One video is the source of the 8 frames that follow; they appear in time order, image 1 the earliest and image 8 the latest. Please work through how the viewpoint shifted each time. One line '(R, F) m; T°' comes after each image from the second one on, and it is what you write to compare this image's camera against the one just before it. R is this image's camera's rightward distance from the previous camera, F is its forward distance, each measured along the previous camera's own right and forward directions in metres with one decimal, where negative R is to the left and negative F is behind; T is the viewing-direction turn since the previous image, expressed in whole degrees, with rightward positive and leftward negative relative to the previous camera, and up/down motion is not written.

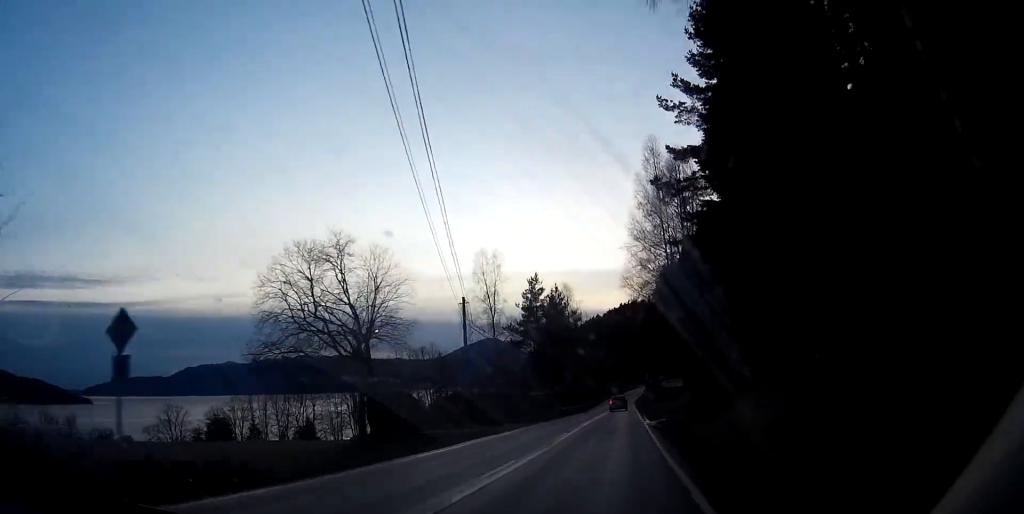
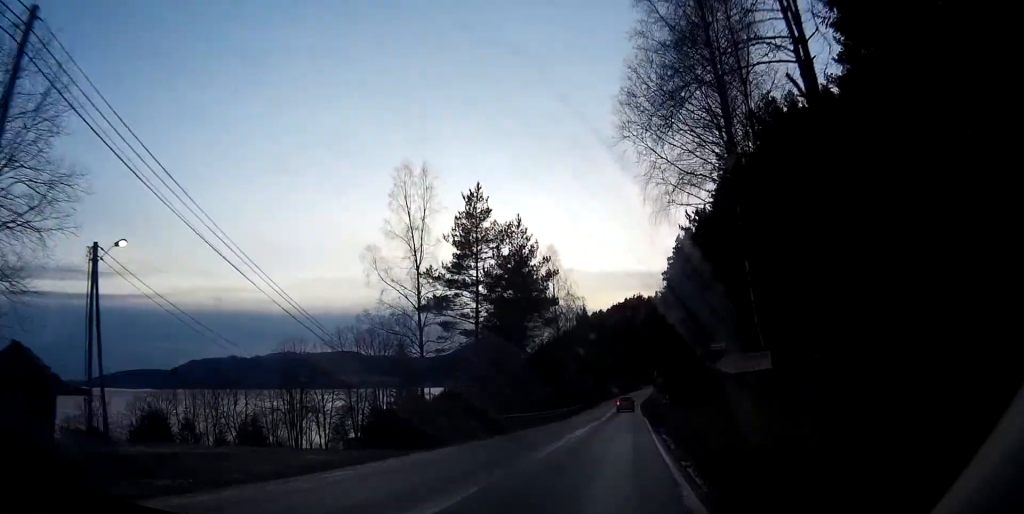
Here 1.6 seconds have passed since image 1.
(-0.1, +31.4) m; -1°
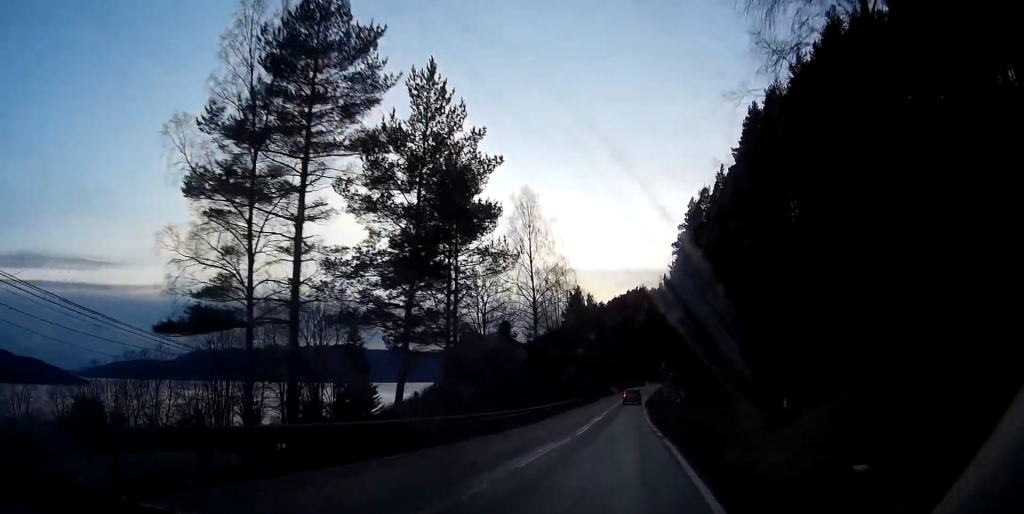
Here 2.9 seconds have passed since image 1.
(-0.5, +25.3) m; -2°
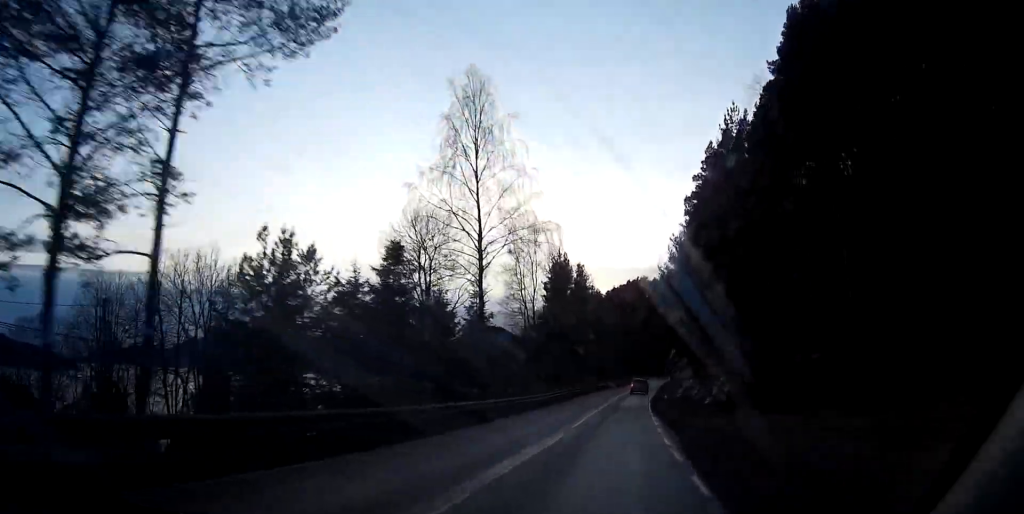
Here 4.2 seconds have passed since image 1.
(-0.2, +26.0) m; -1°
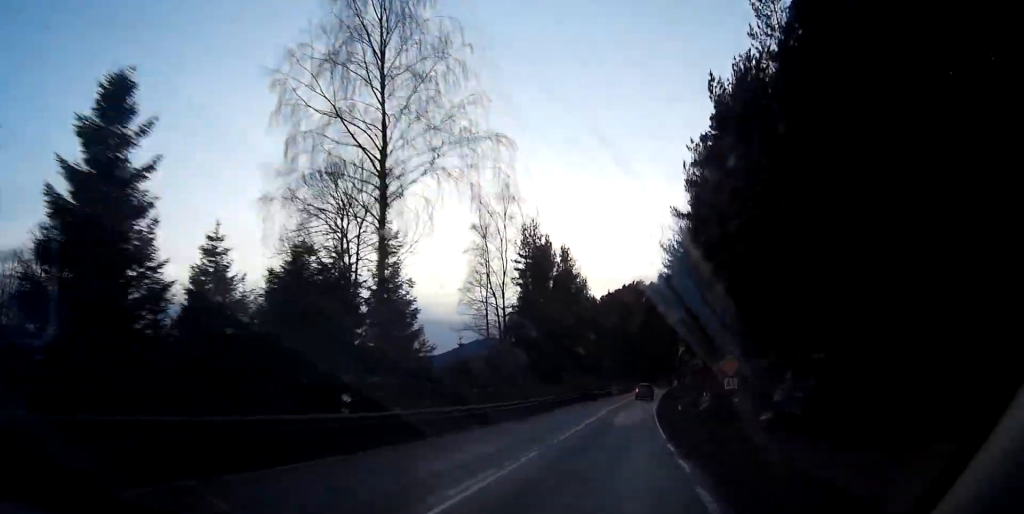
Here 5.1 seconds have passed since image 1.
(0.0, +17.2) m; 0°
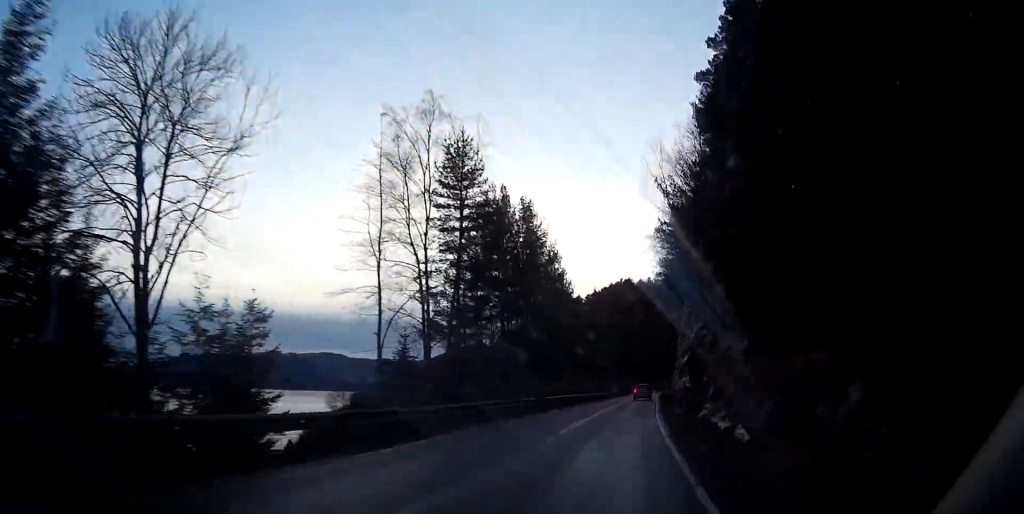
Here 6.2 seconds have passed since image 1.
(0.0, +21.6) m; 0°
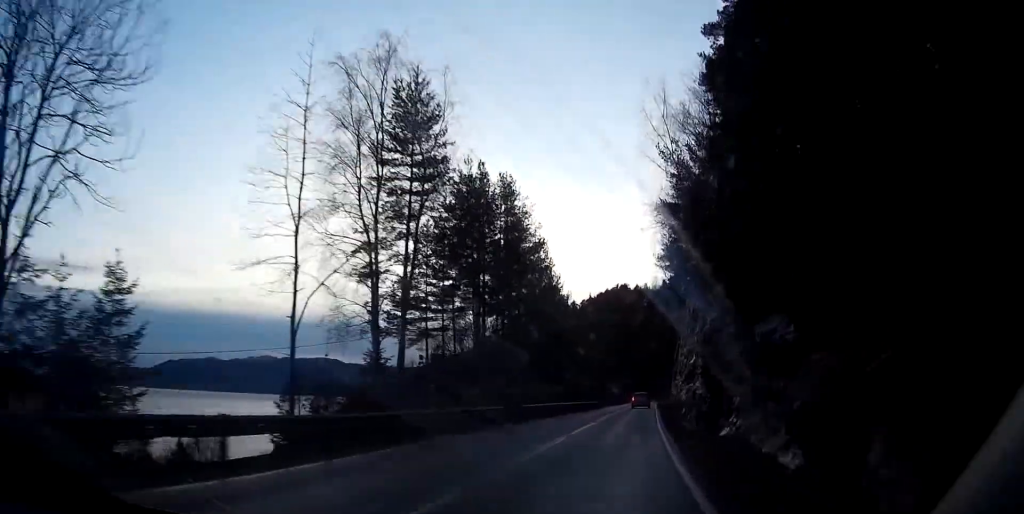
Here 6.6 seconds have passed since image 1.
(+0.1, +8.5) m; 0°
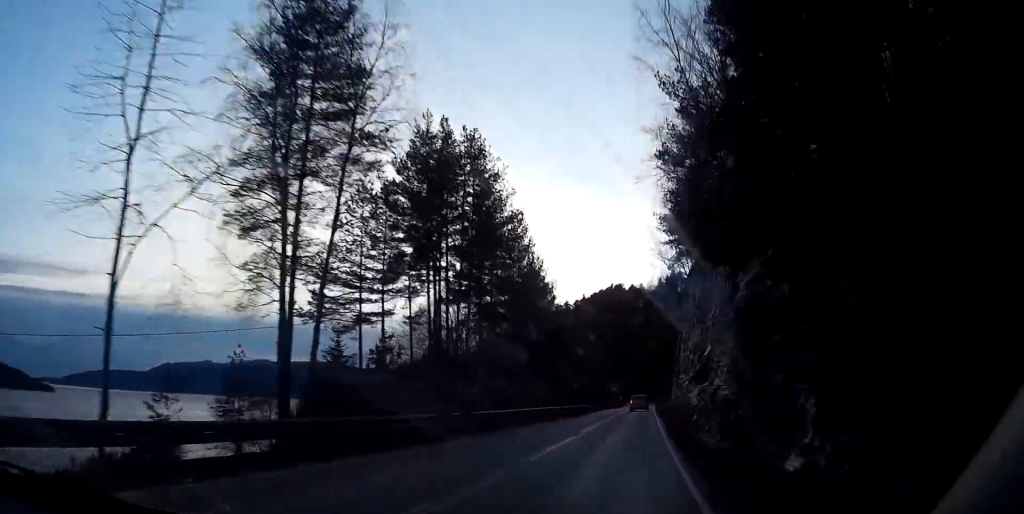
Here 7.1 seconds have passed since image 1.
(0.0, +9.7) m; 0°
